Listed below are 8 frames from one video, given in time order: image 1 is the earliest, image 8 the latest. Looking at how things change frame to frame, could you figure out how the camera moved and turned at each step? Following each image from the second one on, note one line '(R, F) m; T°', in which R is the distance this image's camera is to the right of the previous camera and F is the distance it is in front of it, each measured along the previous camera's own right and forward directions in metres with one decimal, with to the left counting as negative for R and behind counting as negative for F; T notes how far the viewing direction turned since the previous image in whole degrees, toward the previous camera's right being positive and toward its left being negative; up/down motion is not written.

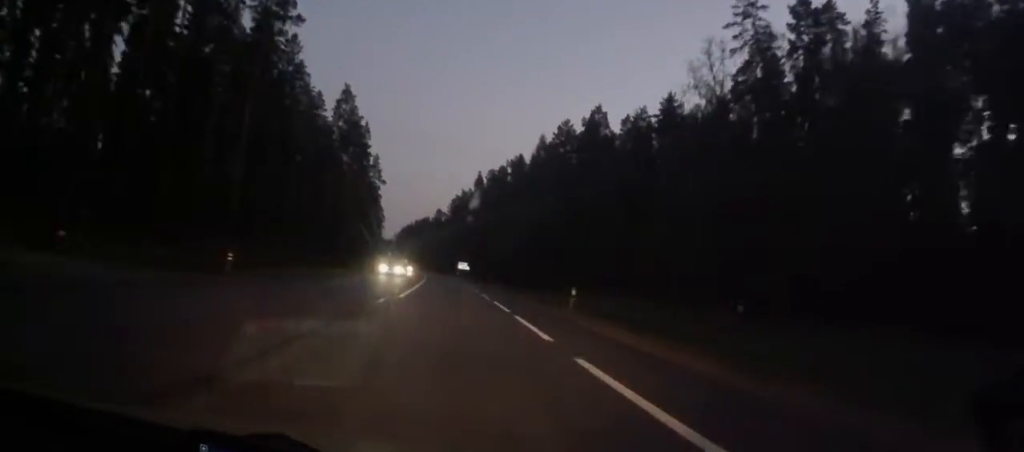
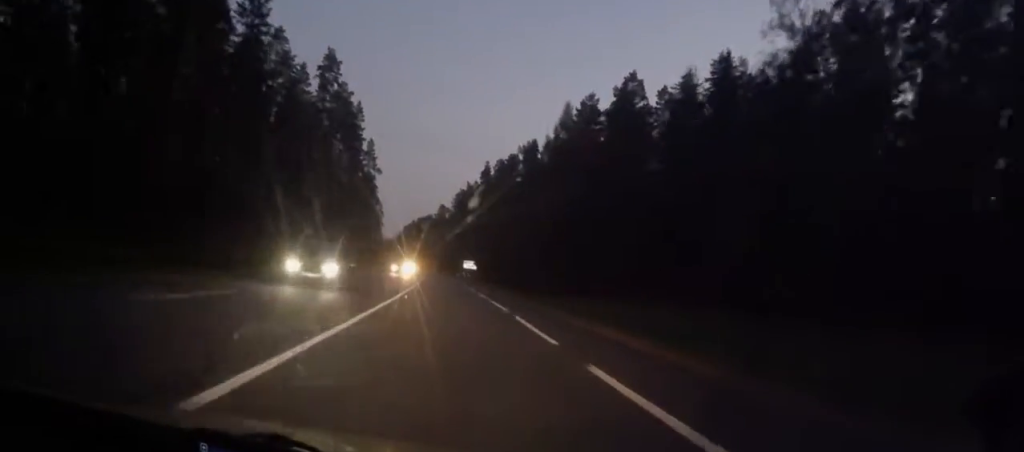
(-0.2, +18.9) m; -1°
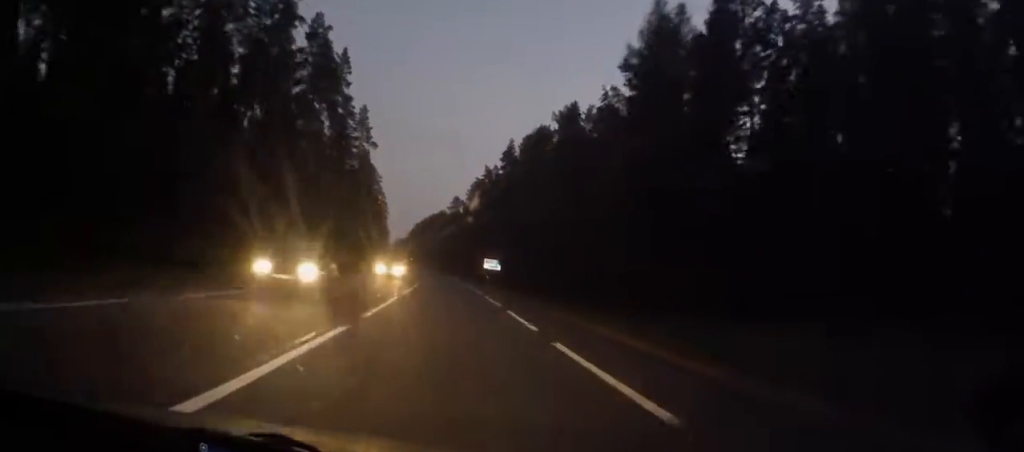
(-0.2, +32.6) m; -1°
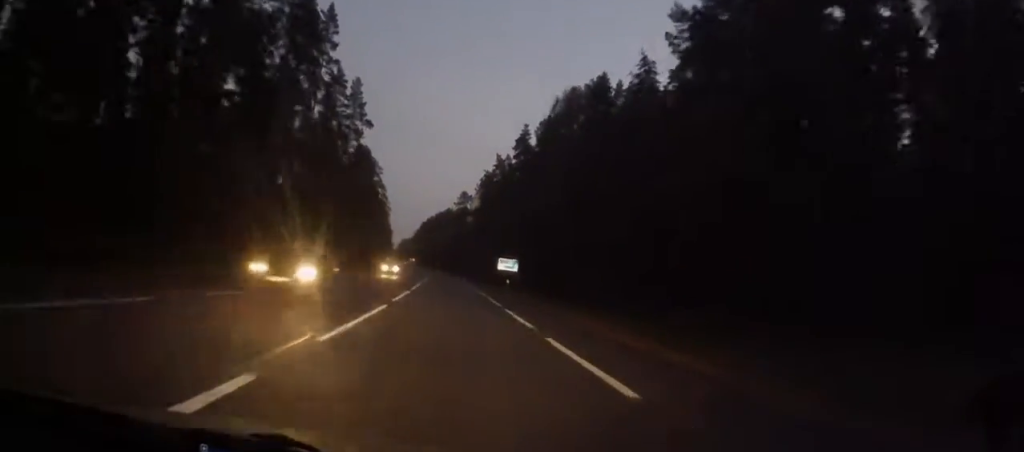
(-0.2, +16.8) m; -1°
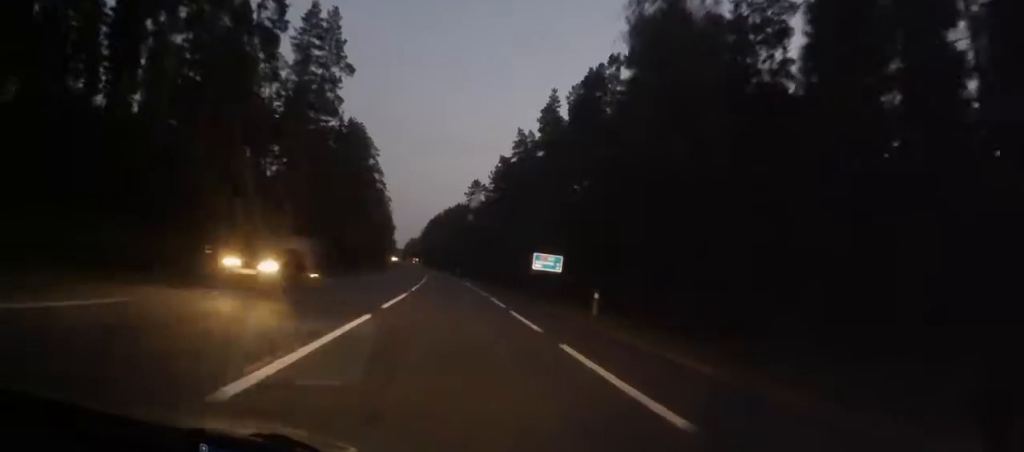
(-0.3, +27.8) m; -1°
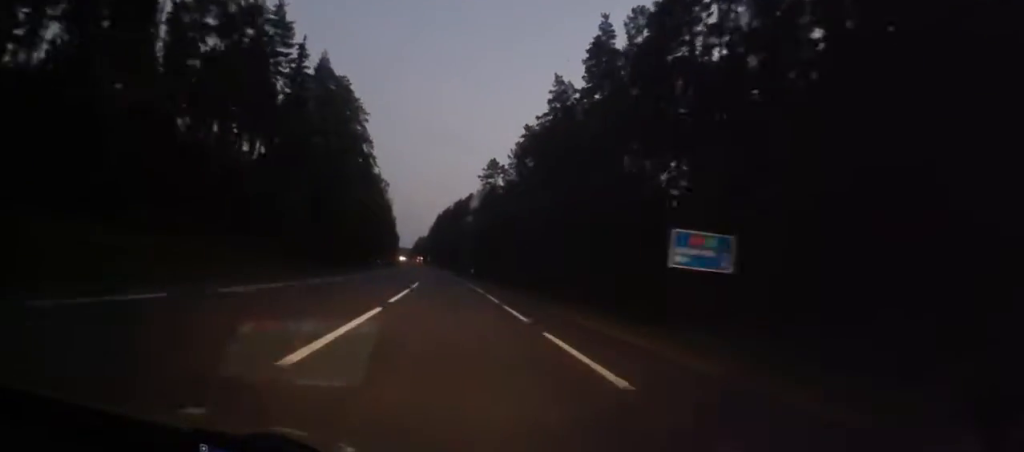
(-0.2, +34.0) m; 0°
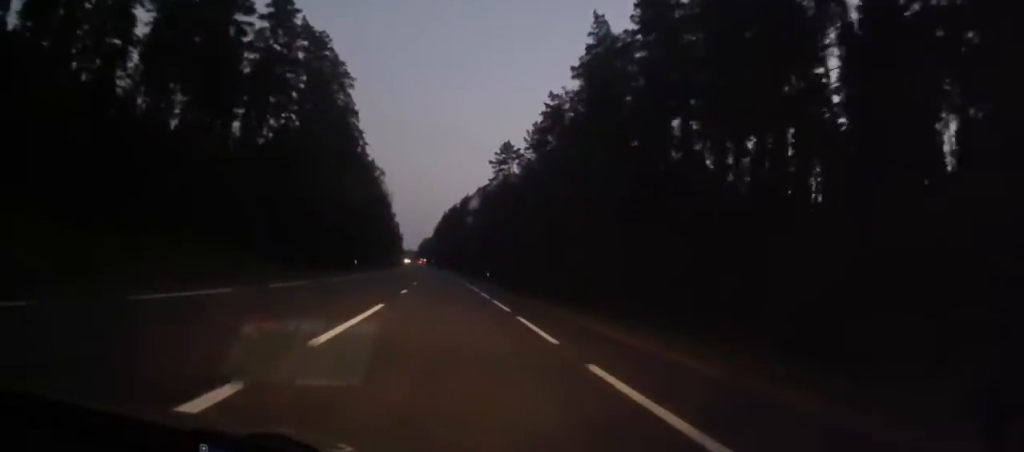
(0.0, +23.0) m; -1°
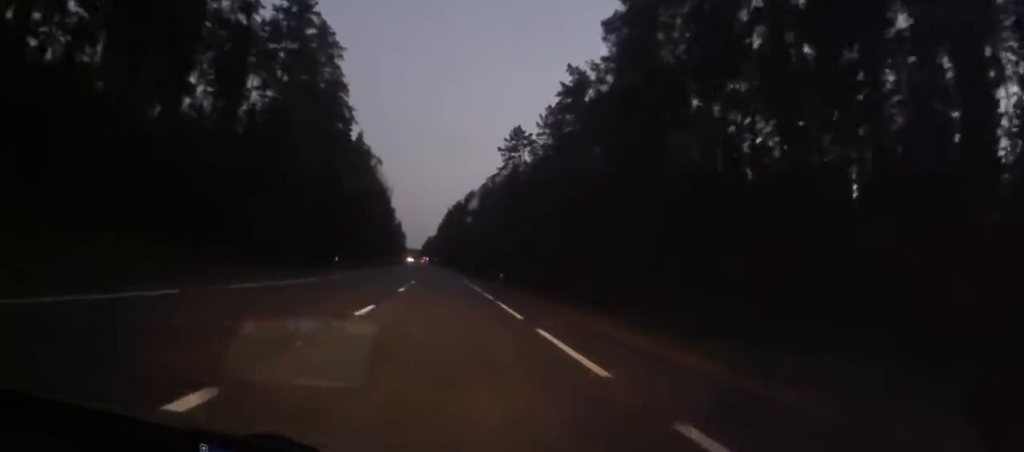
(+0.1, +13.0) m; 0°
